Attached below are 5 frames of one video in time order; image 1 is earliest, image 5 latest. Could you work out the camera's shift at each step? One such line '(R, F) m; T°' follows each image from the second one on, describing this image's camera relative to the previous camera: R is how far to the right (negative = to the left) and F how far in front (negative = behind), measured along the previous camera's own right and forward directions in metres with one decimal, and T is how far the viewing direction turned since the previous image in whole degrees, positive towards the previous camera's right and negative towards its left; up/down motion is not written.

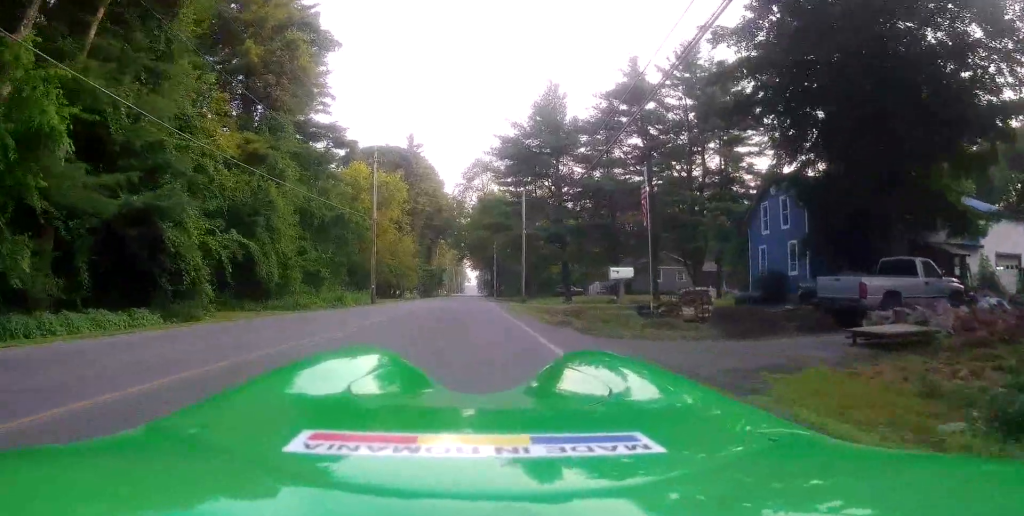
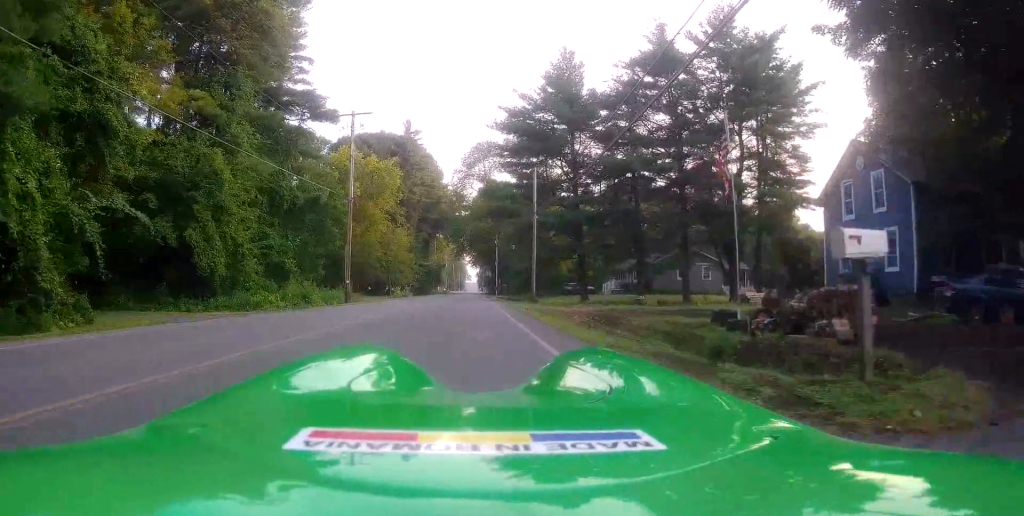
(-0.1, +7.8) m; -2°
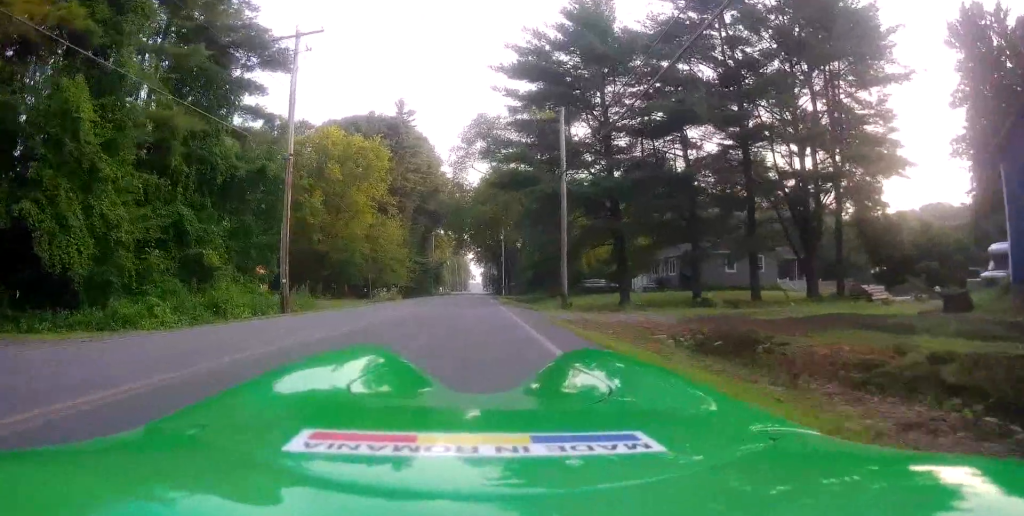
(-0.2, +11.4) m; -1°
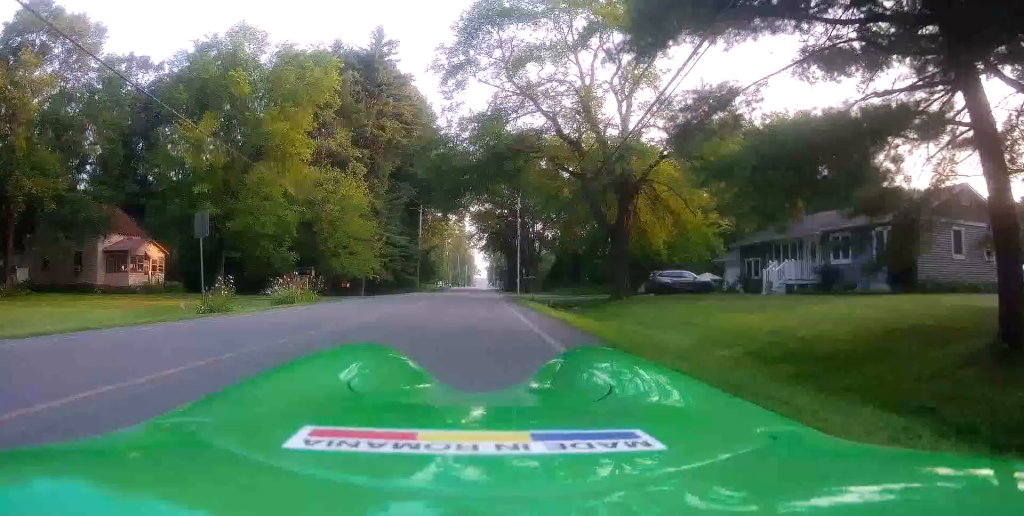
(0.0, +25.8) m; 0°
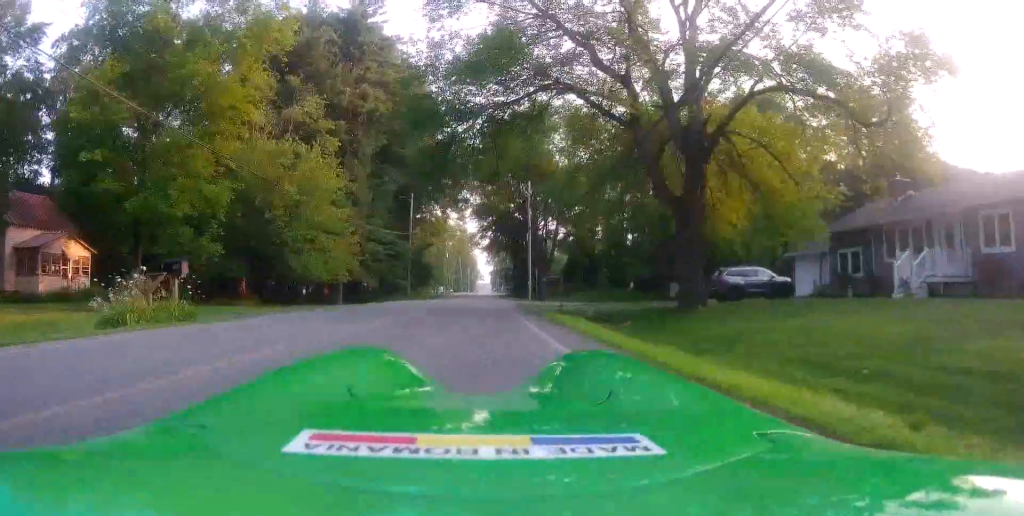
(+0.1, +11.0) m; +1°
